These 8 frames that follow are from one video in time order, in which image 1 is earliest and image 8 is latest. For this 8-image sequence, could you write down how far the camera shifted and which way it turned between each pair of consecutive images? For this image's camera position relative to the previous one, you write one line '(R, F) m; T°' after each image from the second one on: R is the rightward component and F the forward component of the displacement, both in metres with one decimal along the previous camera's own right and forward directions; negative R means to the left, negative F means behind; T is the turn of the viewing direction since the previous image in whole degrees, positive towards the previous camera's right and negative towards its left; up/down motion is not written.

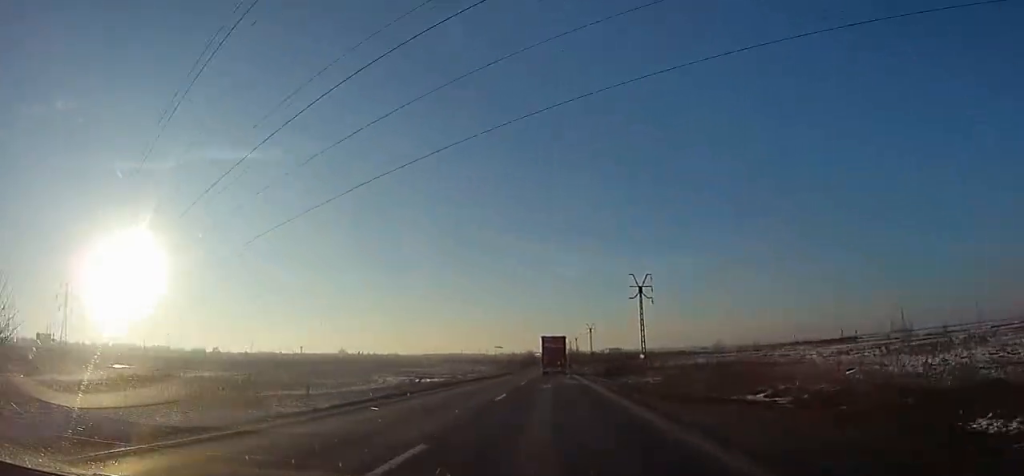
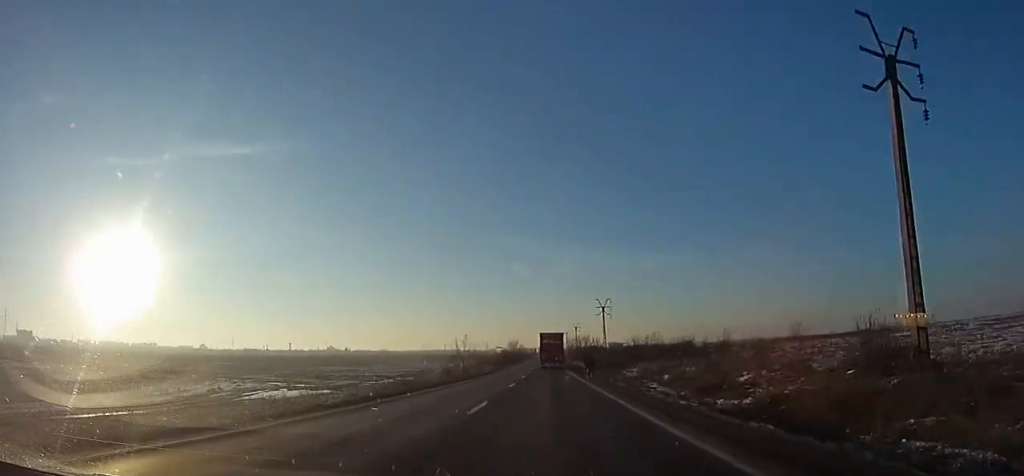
(+1.3, +51.4) m; -1°
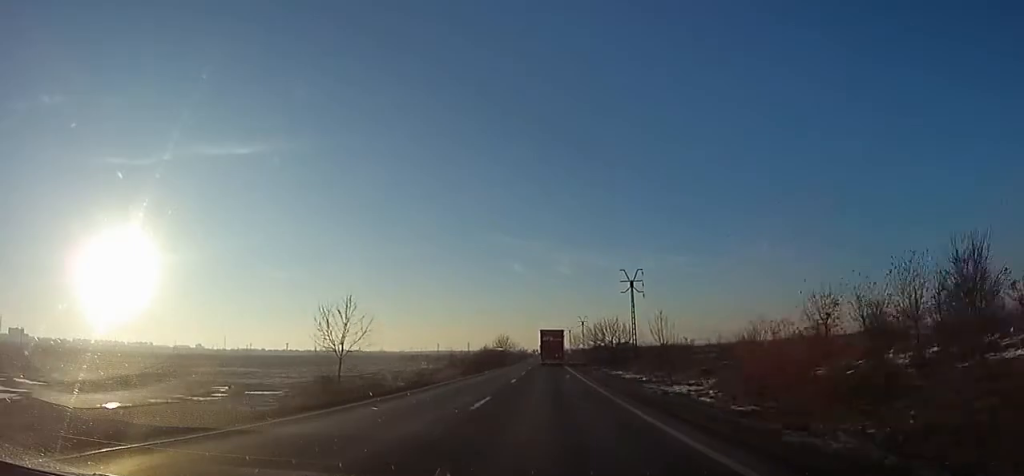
(-1.1, +34.3) m; -1°
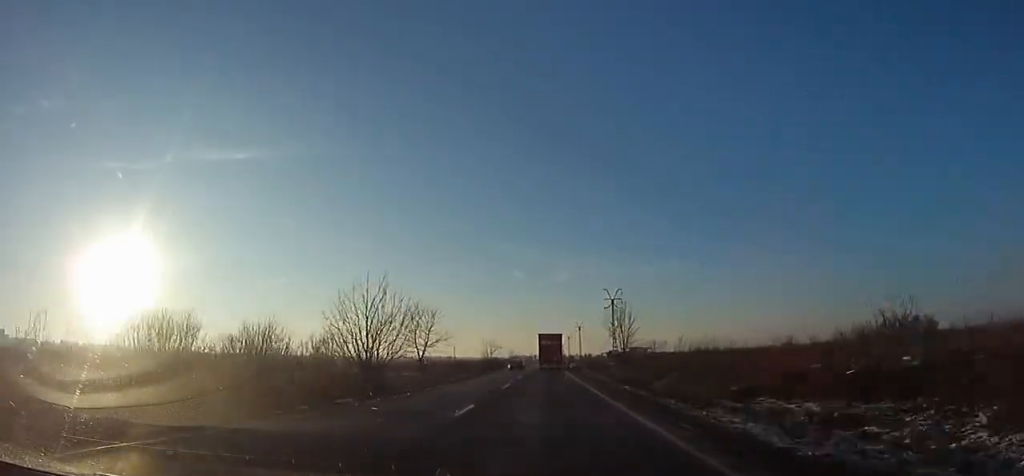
(+2.3, +73.2) m; +1°
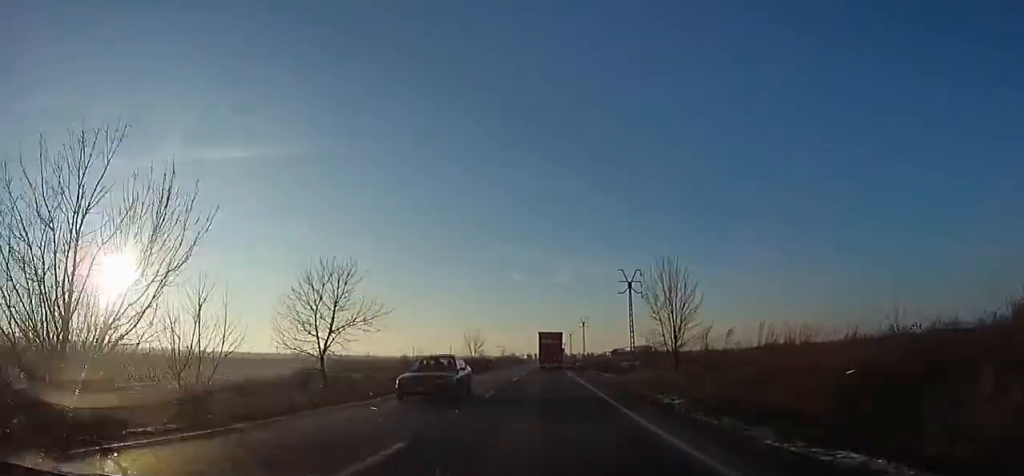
(-0.1, +18.0) m; -1°
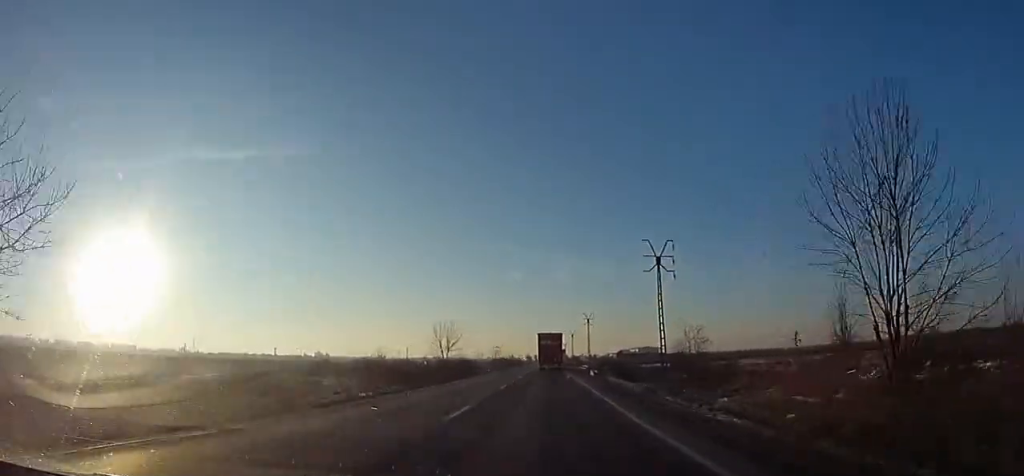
(-0.7, +17.4) m; 0°
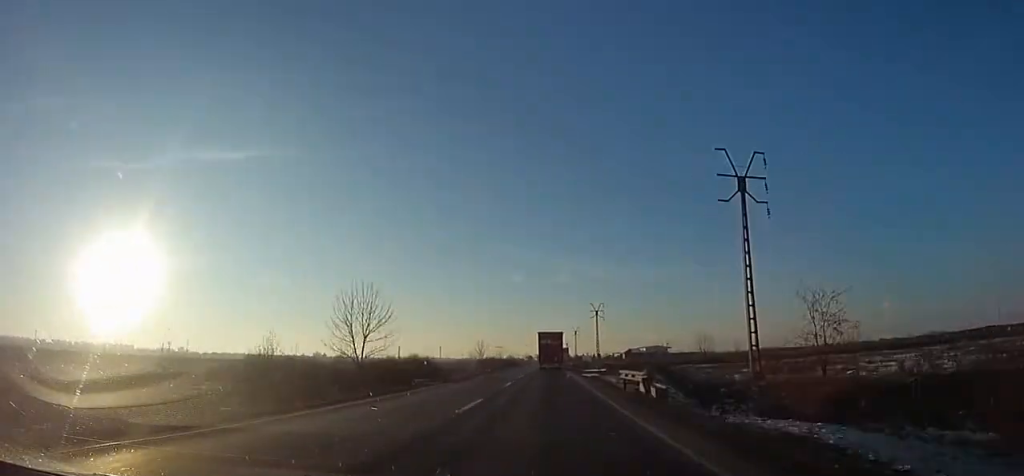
(-0.2, +21.8) m; +1°
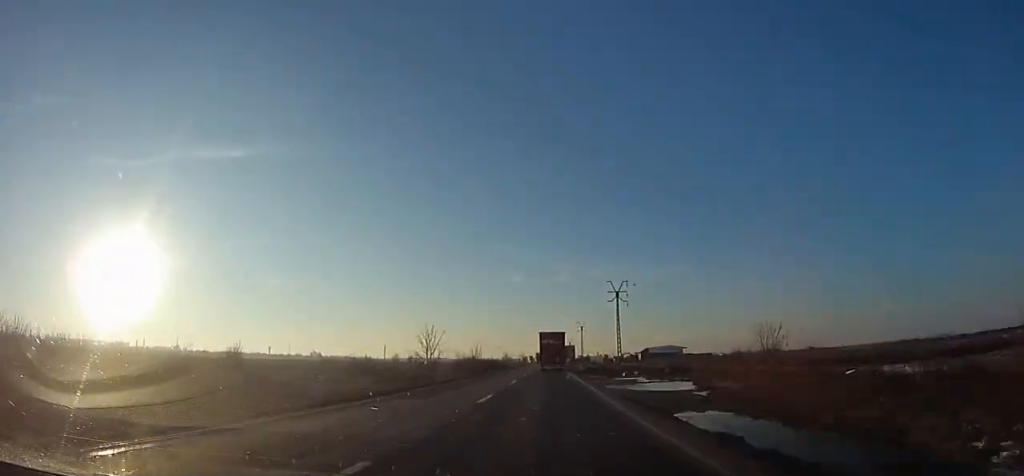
(+0.9, +32.5) m; +1°
